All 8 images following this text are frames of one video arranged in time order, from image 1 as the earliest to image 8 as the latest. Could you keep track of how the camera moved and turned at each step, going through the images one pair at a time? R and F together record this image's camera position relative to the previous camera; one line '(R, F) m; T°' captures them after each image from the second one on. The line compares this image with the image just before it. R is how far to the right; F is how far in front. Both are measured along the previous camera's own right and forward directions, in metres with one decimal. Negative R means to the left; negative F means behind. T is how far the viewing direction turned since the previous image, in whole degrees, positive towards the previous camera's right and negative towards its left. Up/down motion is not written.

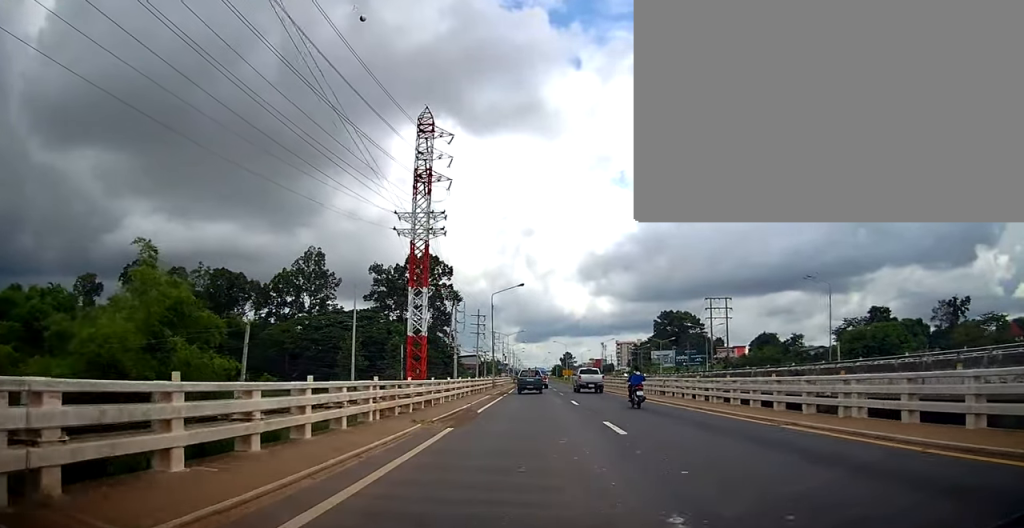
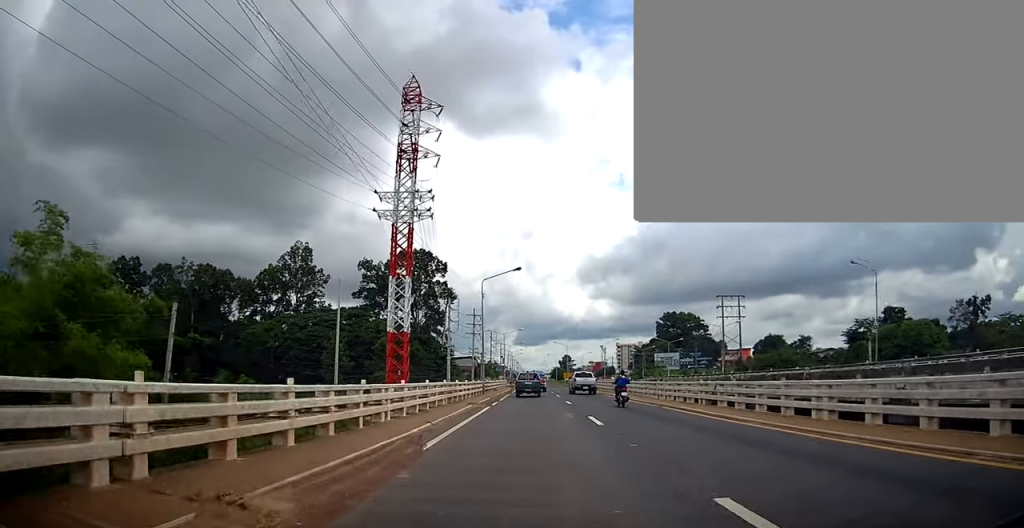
(0.0, +8.9) m; 0°
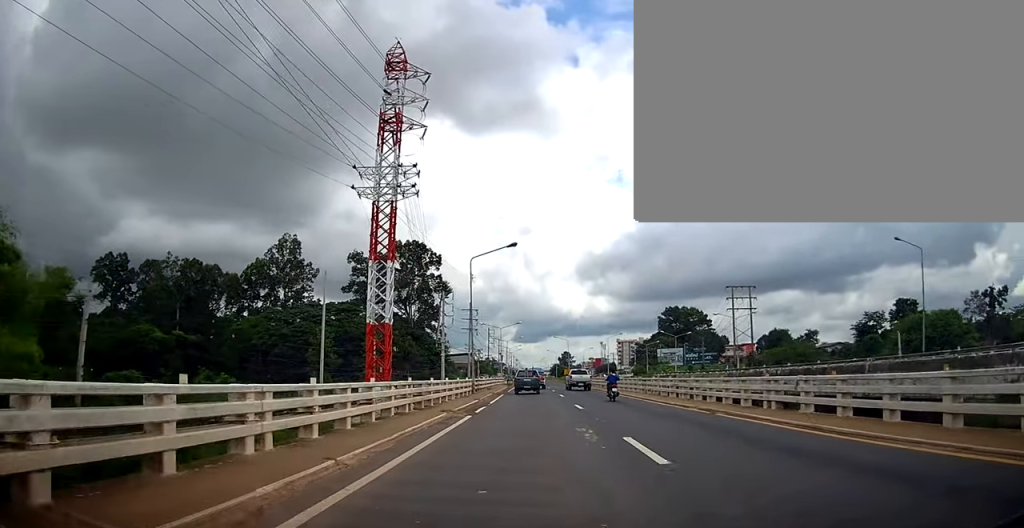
(-0.4, +7.1) m; 0°
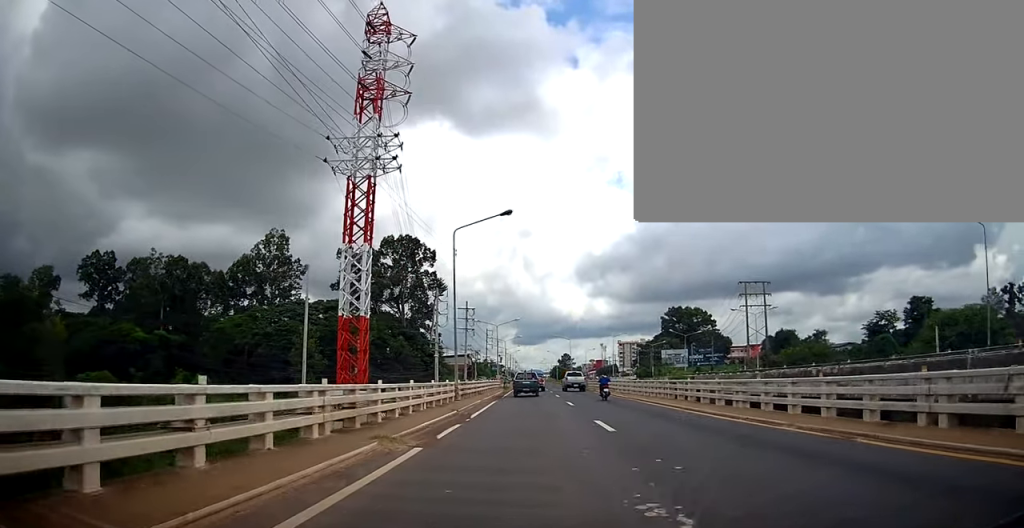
(0.0, +7.7) m; 0°
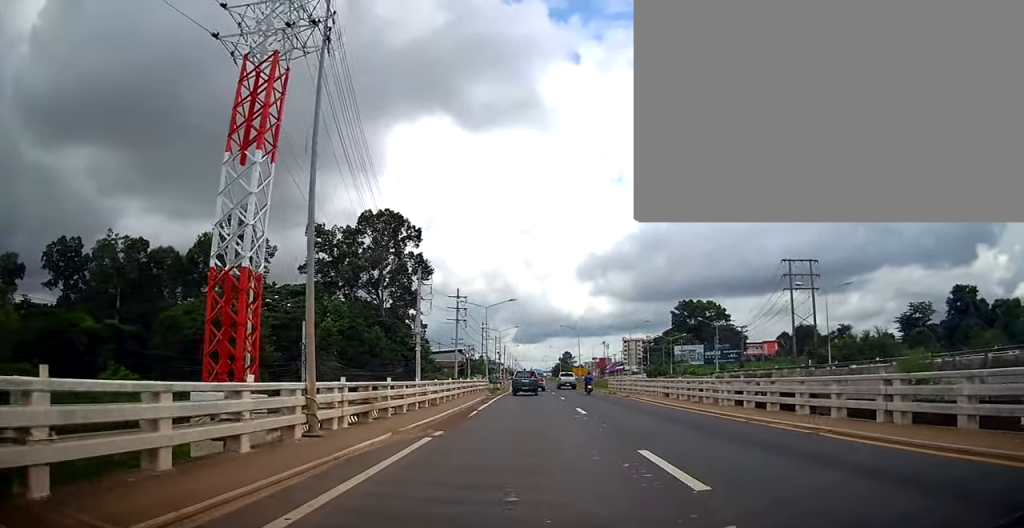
(+0.3, +19.7) m; +1°
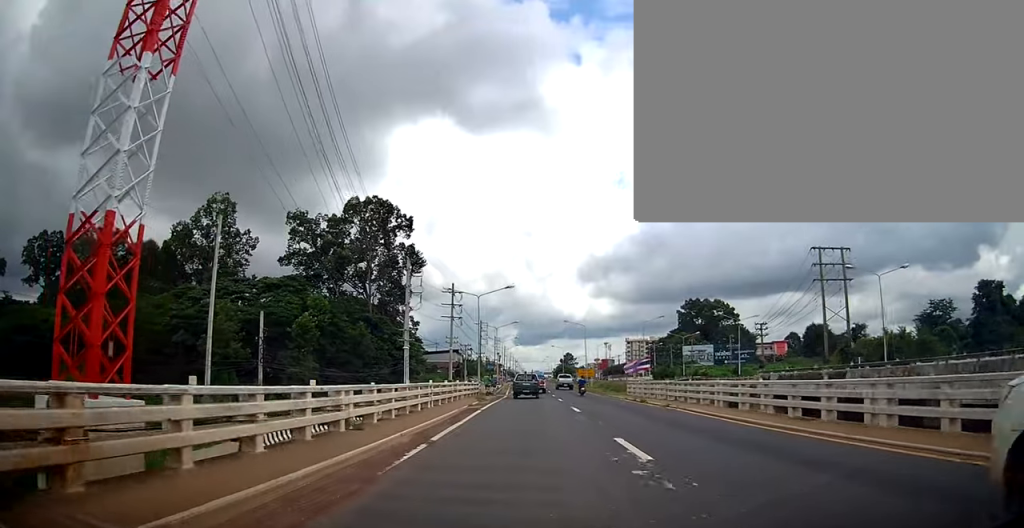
(-0.2, +9.9) m; 0°
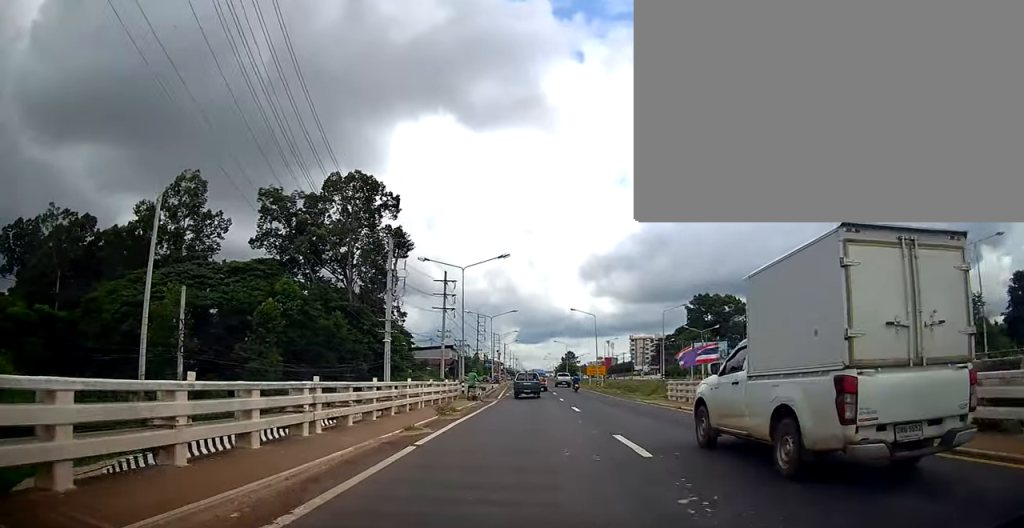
(+0.7, +12.2) m; 0°
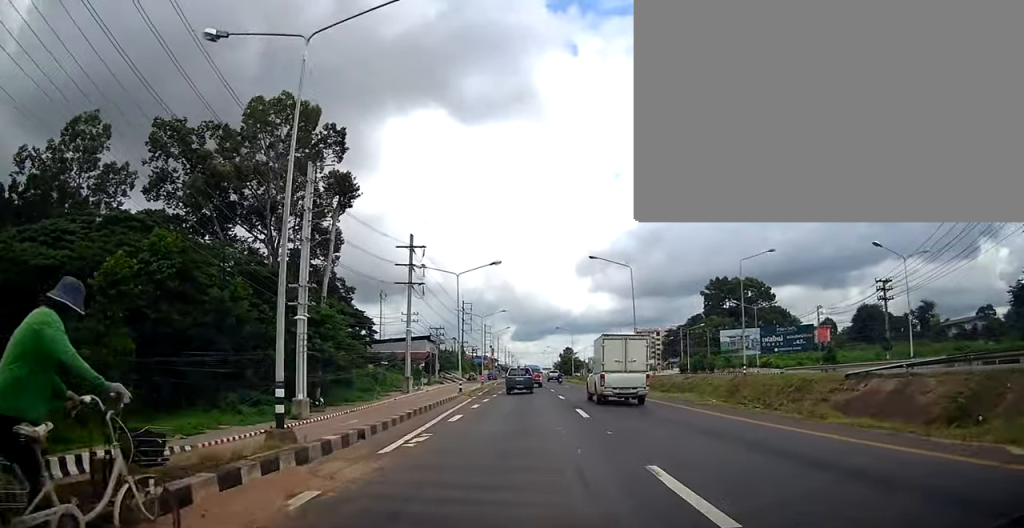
(-1.4, +27.1) m; -3°
